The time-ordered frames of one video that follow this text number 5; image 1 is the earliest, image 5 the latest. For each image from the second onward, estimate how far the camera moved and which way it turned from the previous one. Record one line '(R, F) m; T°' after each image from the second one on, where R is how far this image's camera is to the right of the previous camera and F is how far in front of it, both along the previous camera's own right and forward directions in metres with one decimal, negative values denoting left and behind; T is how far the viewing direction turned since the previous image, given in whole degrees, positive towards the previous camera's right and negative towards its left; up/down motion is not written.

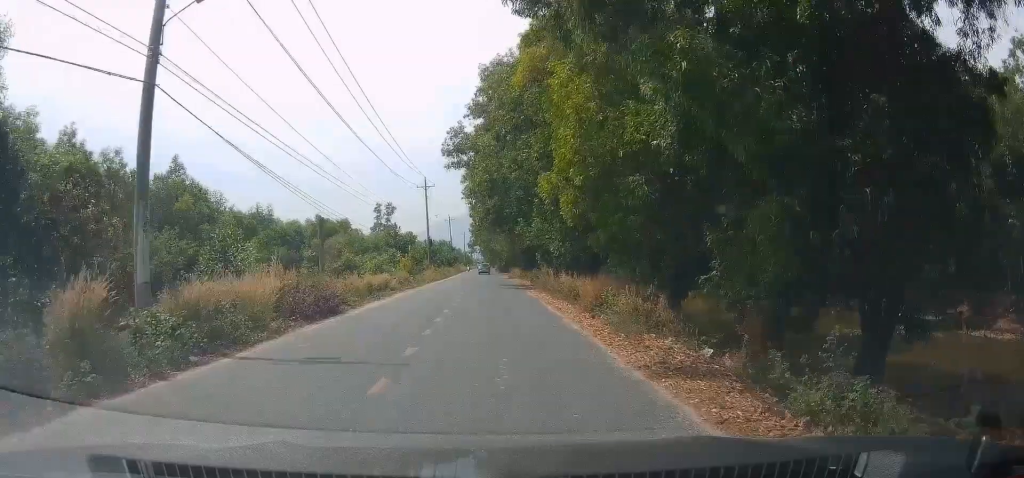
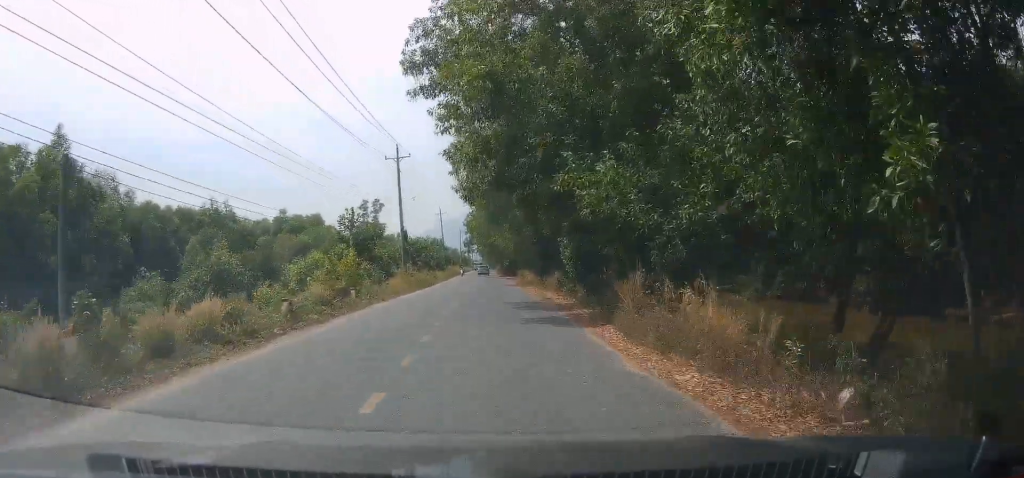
(+0.2, +21.5) m; +1°
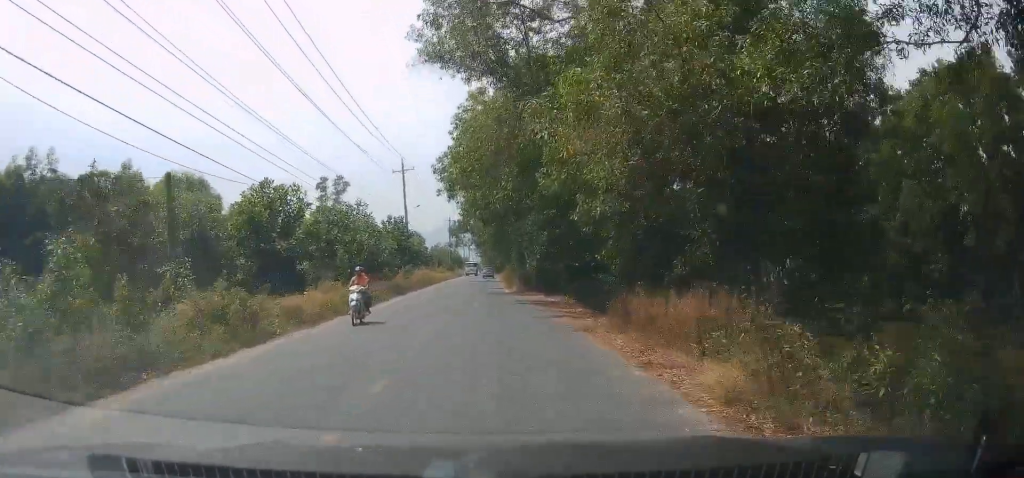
(+0.8, +49.8) m; +1°
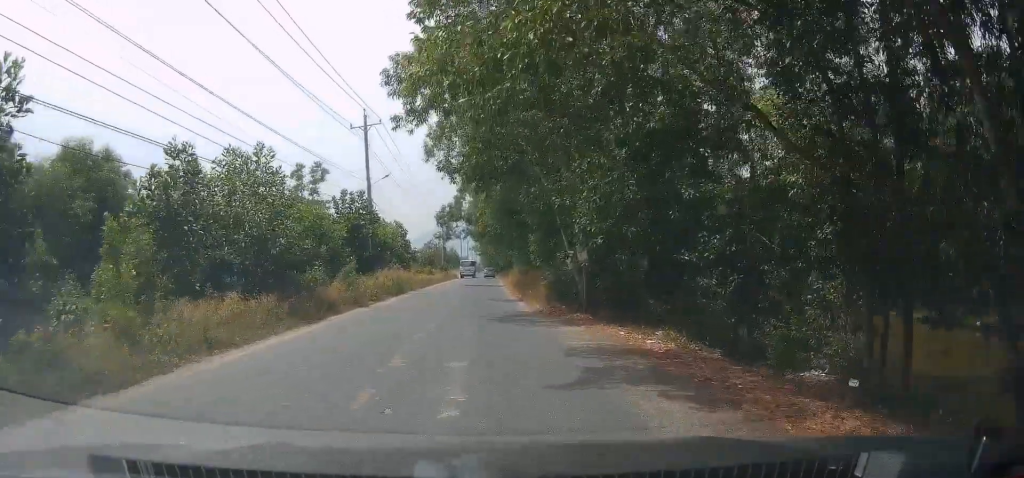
(-0.4, +19.1) m; -2°
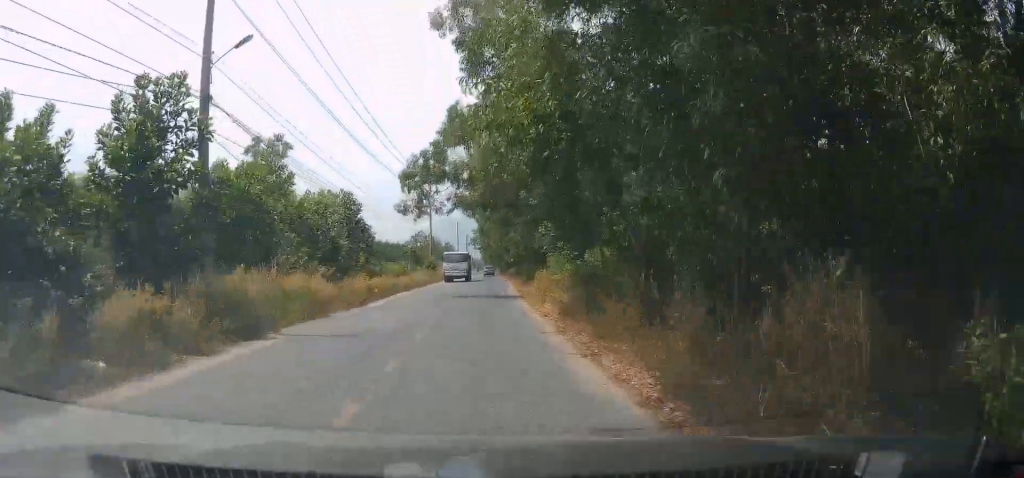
(+0.3, +24.3) m; +2°
